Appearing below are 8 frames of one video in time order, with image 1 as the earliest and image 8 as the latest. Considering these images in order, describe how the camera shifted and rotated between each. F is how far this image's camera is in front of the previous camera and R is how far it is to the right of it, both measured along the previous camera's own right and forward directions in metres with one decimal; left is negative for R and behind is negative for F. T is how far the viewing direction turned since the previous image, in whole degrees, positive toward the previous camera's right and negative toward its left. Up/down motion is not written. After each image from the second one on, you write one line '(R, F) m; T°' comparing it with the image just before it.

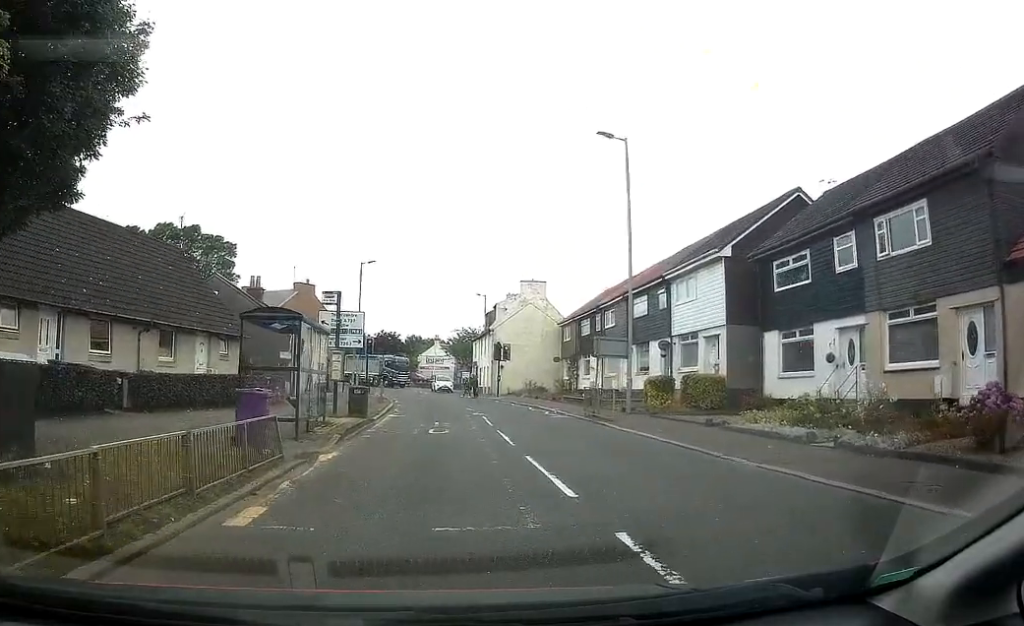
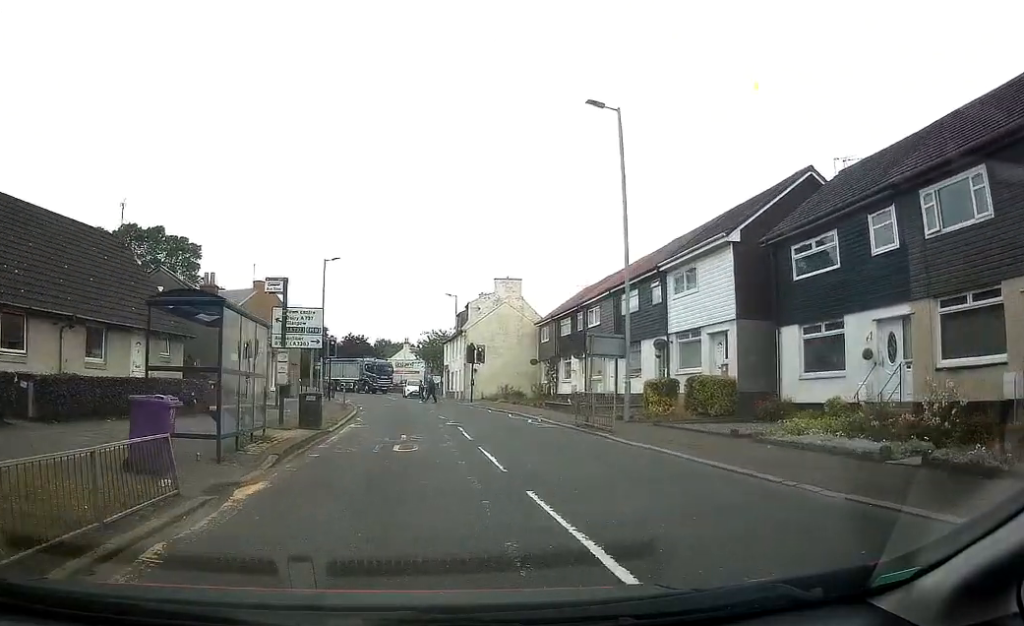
(+0.2, +3.7) m; +4°
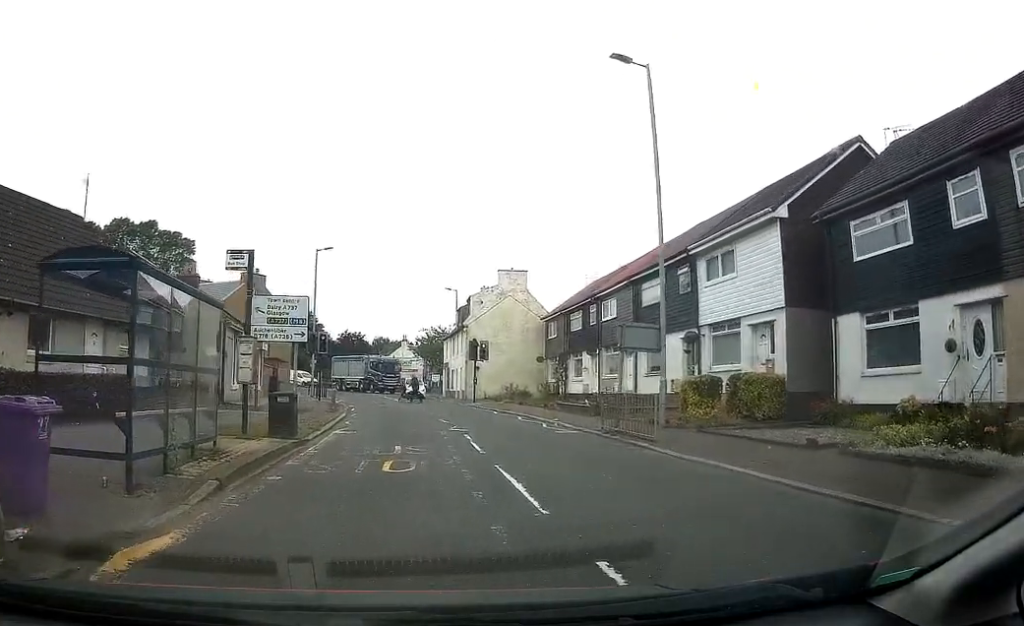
(+0.1, +3.7) m; +1°
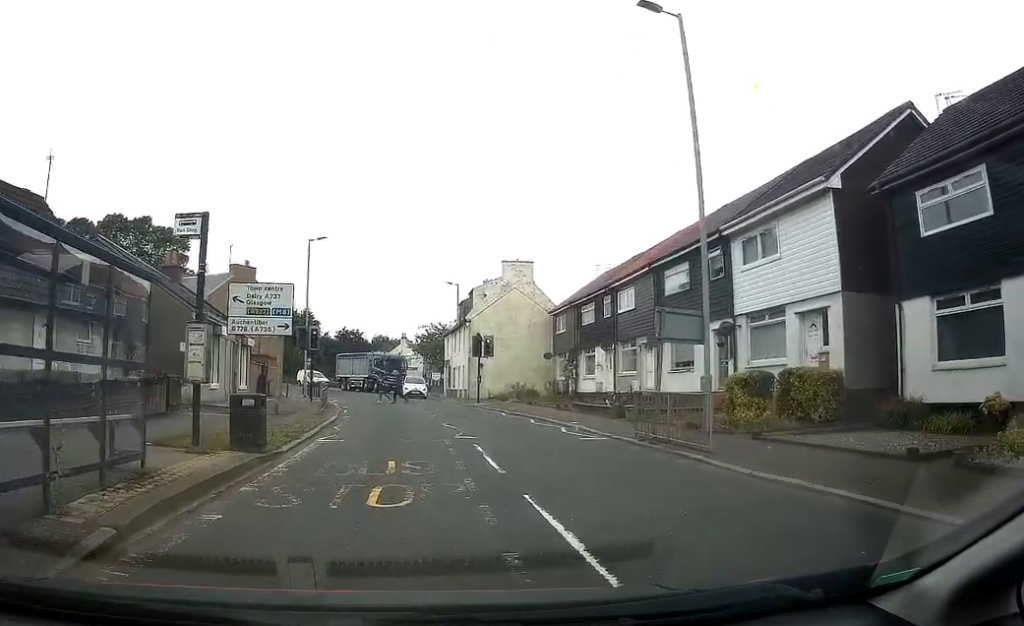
(0.0, +3.0) m; 0°
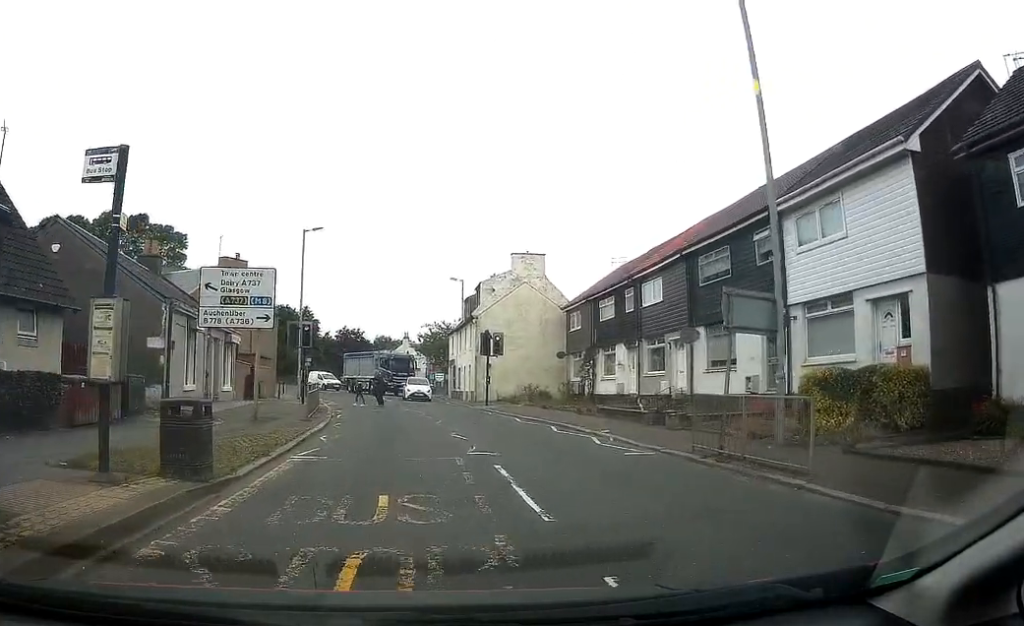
(0.0, +3.6) m; -1°
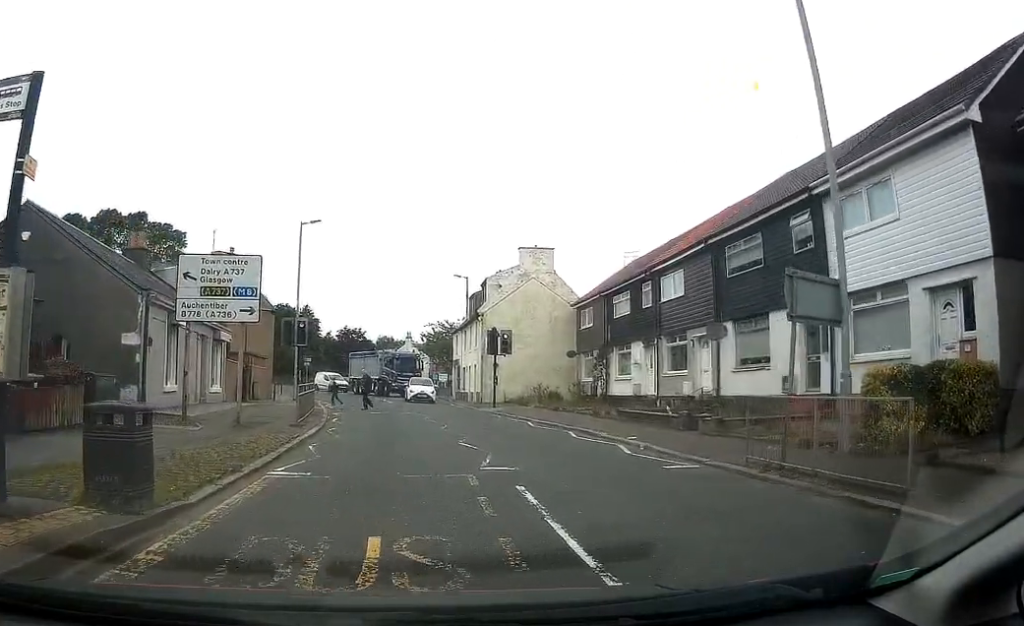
(0.0, +2.2) m; 0°
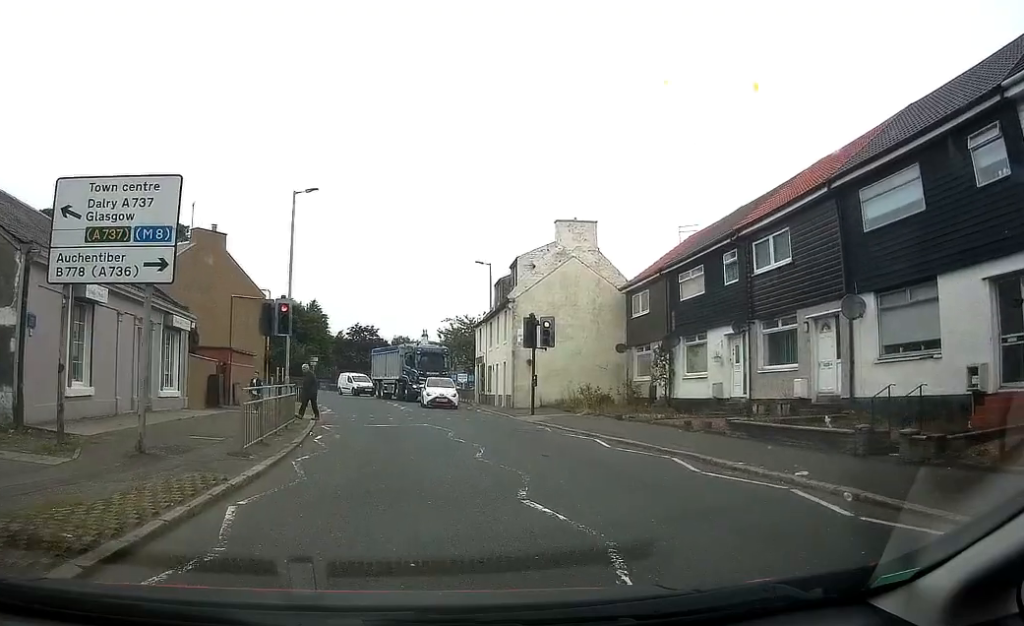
(0.0, +7.6) m; -2°
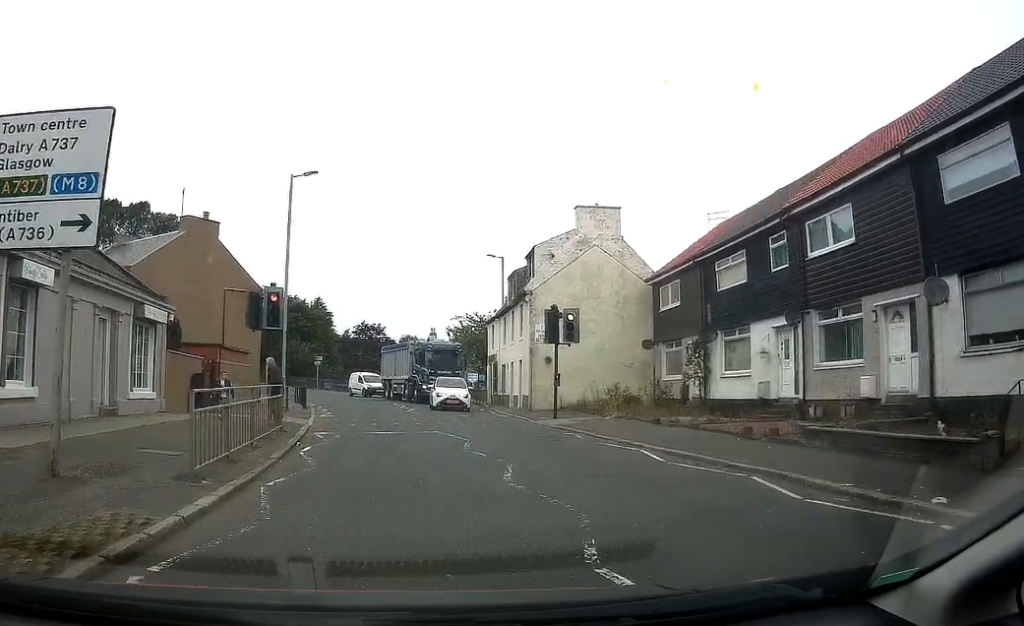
(0.0, +2.9) m; -2°
